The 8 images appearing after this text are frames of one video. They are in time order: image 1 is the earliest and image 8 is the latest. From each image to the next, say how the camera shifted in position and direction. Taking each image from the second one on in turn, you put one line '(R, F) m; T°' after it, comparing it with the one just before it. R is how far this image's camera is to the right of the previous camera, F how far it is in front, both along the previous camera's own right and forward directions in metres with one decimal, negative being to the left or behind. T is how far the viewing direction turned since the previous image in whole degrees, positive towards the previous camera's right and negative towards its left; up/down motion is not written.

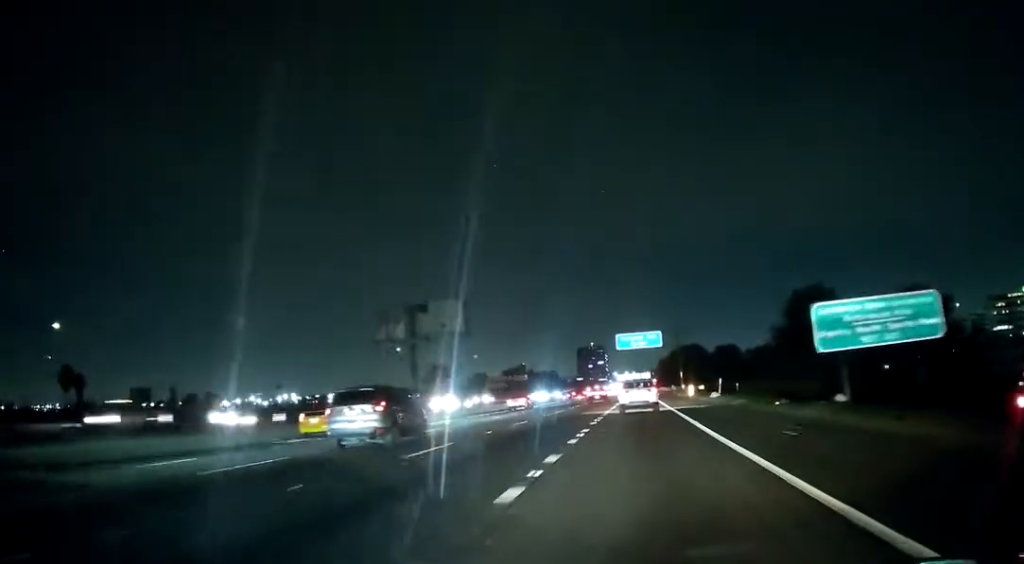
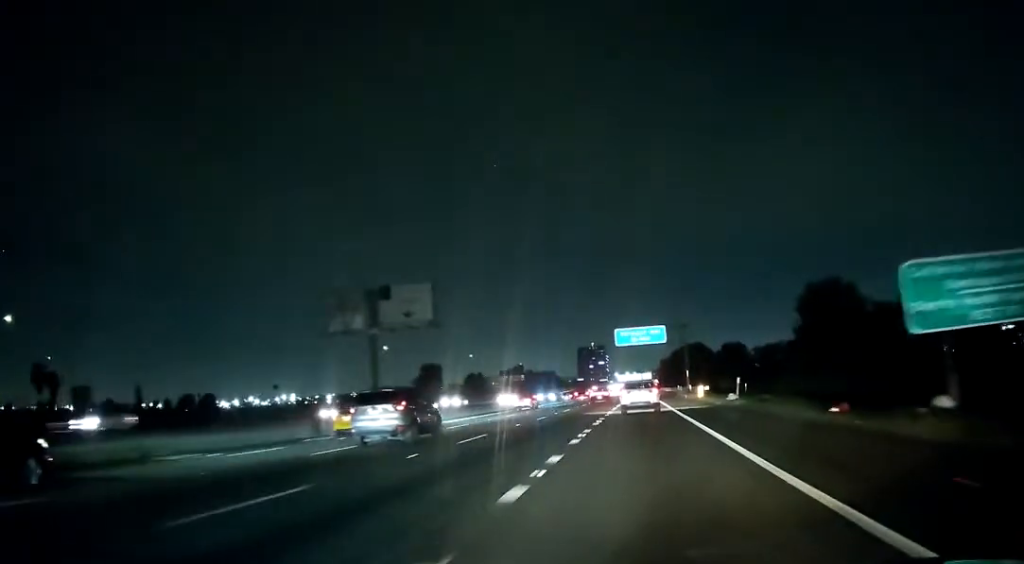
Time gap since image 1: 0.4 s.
(0.0, +8.7) m; 0°
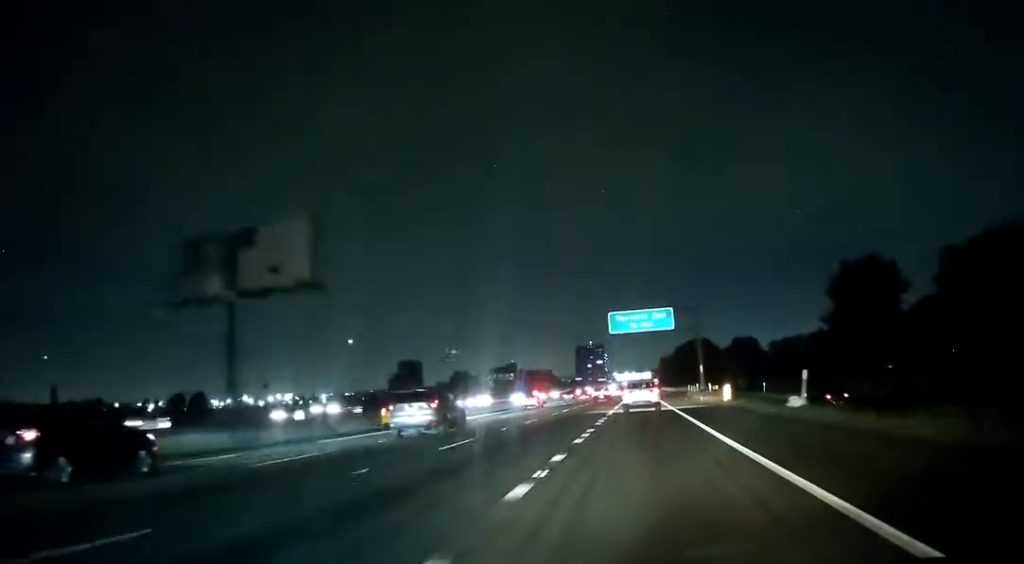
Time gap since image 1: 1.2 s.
(-0.1, +18.3) m; 0°
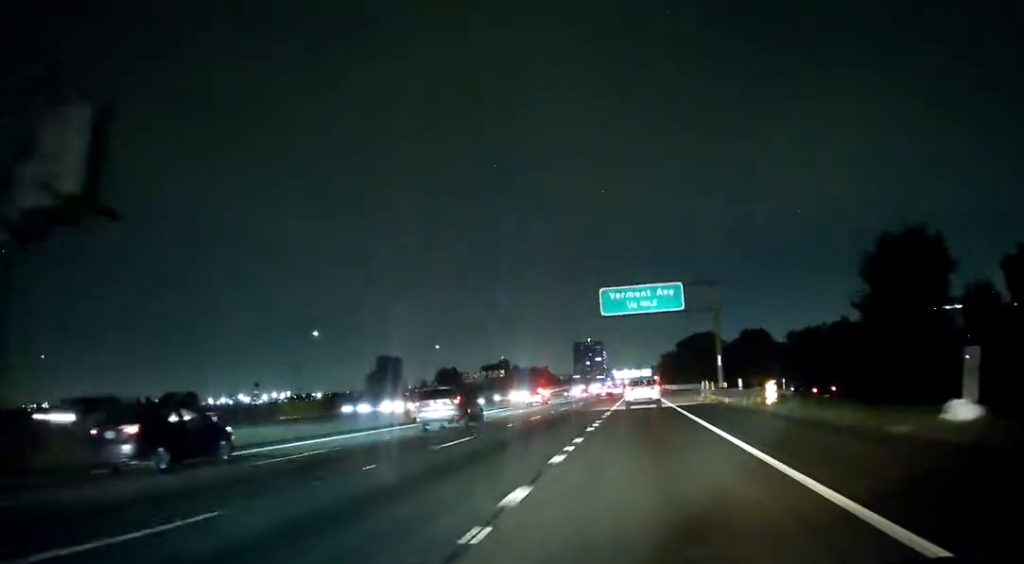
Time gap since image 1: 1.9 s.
(0.0, +13.9) m; 0°
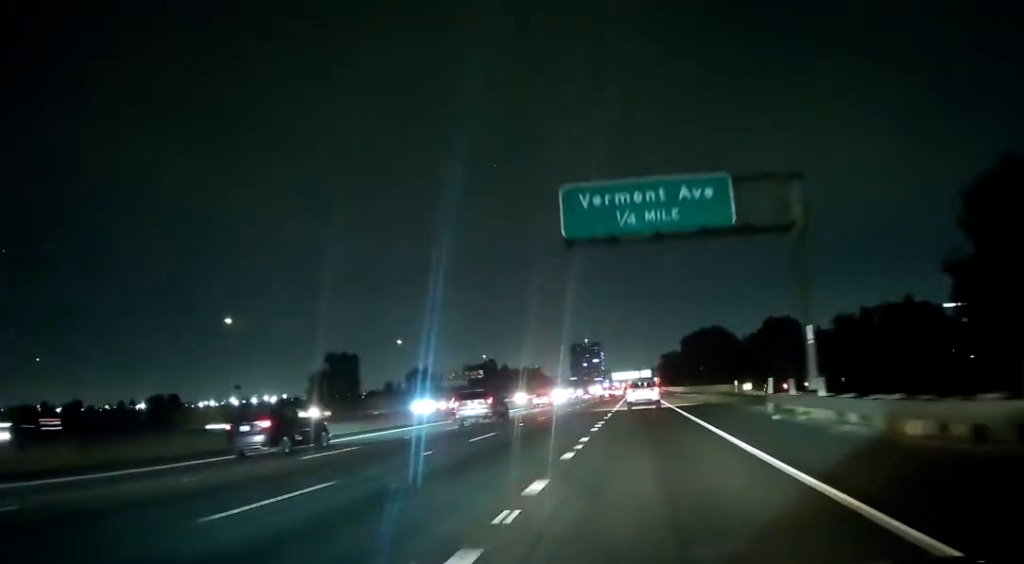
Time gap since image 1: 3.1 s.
(+0.2, +26.4) m; 0°
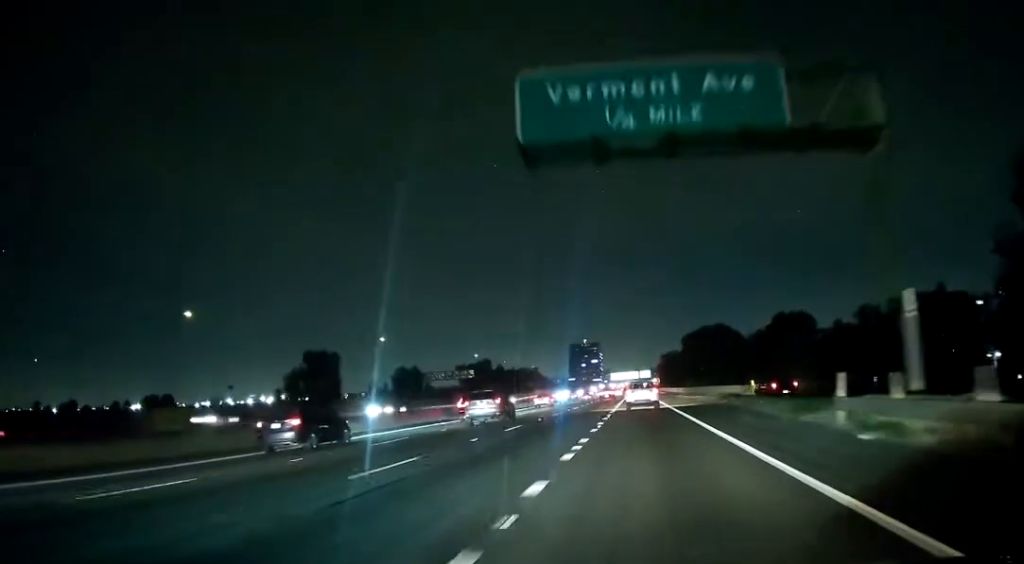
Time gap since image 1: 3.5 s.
(+0.1, +9.6) m; 0°
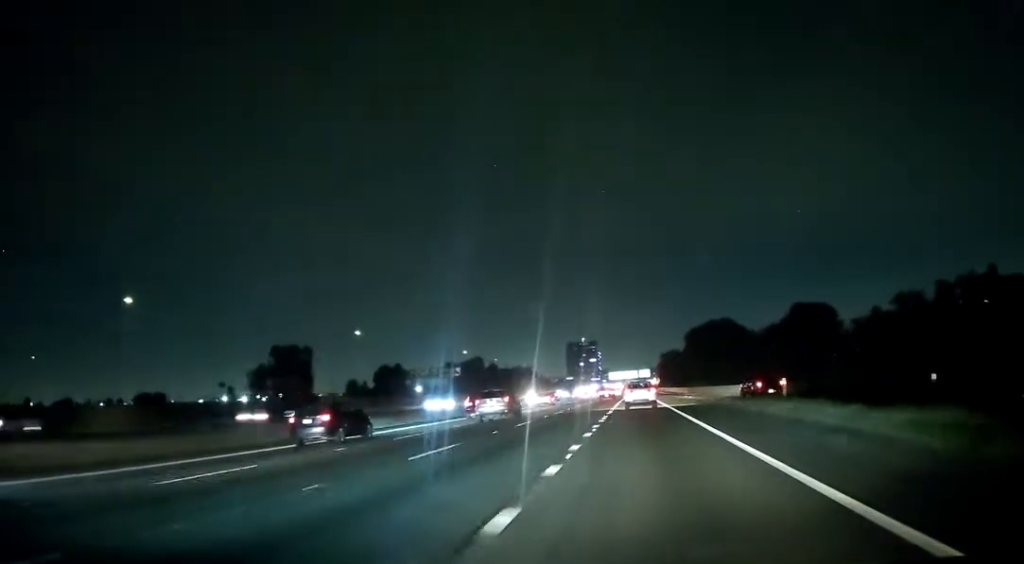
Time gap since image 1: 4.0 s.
(-0.1, +11.2) m; 0°
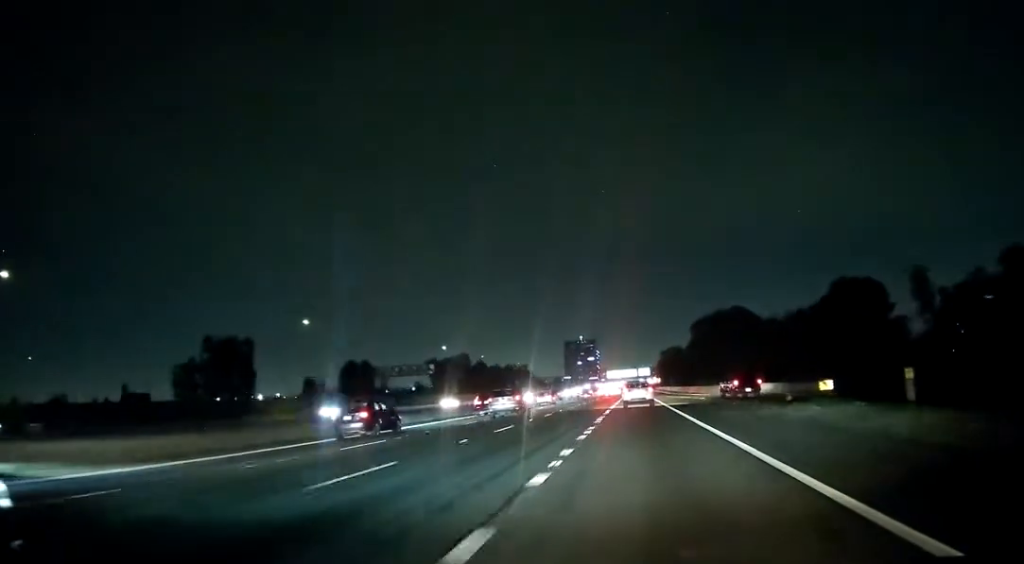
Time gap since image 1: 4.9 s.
(-0.1, +19.7) m; 0°
